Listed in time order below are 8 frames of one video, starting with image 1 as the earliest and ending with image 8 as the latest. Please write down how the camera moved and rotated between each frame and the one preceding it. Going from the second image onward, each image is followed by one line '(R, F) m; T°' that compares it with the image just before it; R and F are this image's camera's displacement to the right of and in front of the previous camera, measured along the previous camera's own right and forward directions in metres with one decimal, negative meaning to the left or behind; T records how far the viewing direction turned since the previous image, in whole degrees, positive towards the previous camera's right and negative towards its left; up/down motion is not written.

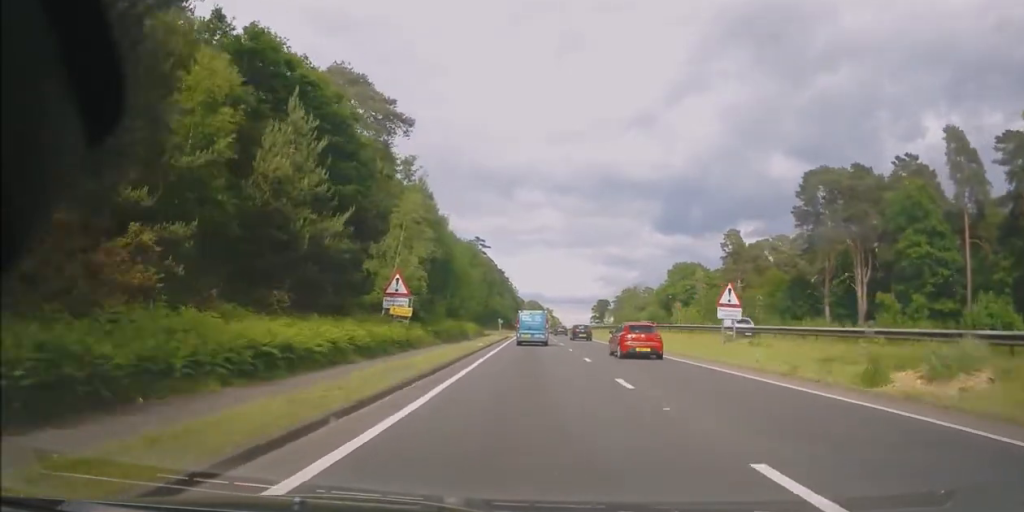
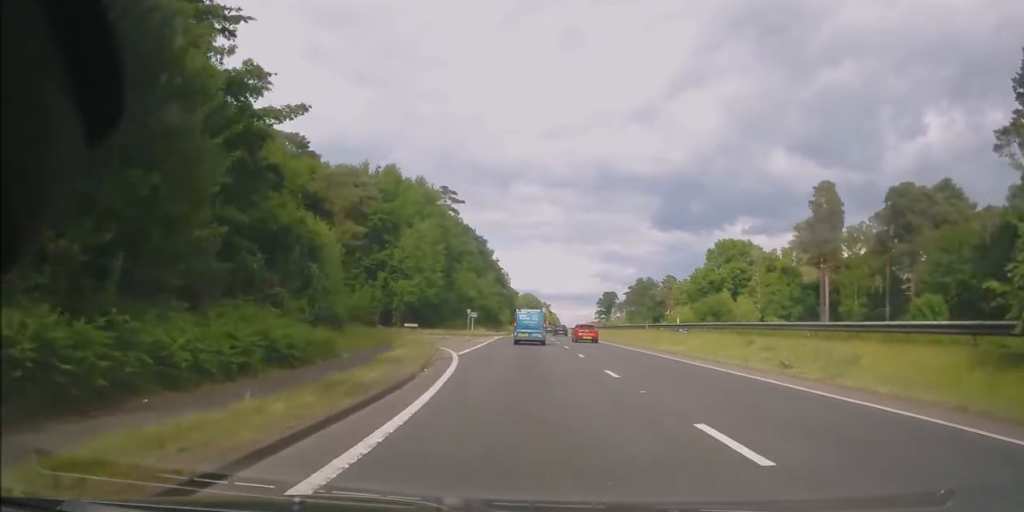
(+0.4, +52.0) m; +2°
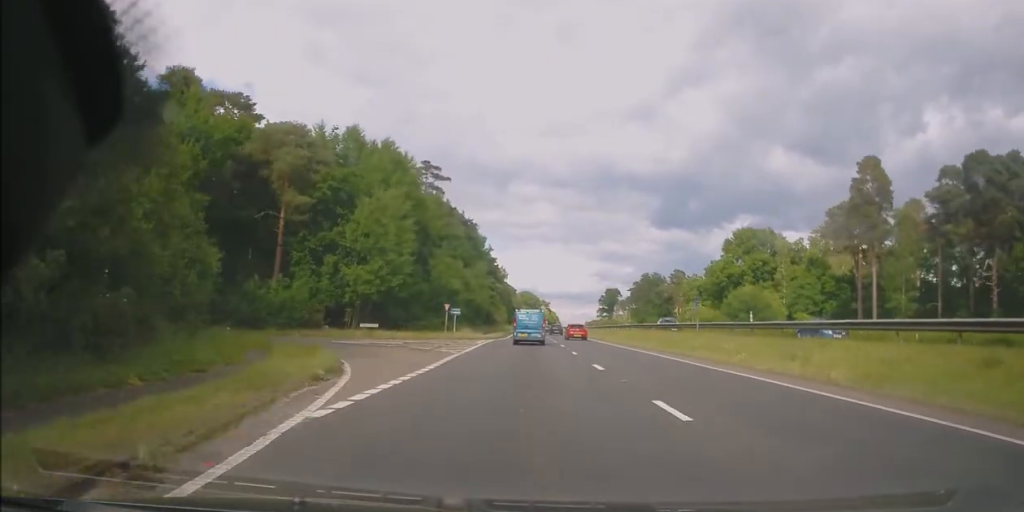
(+0.1, +15.6) m; 0°
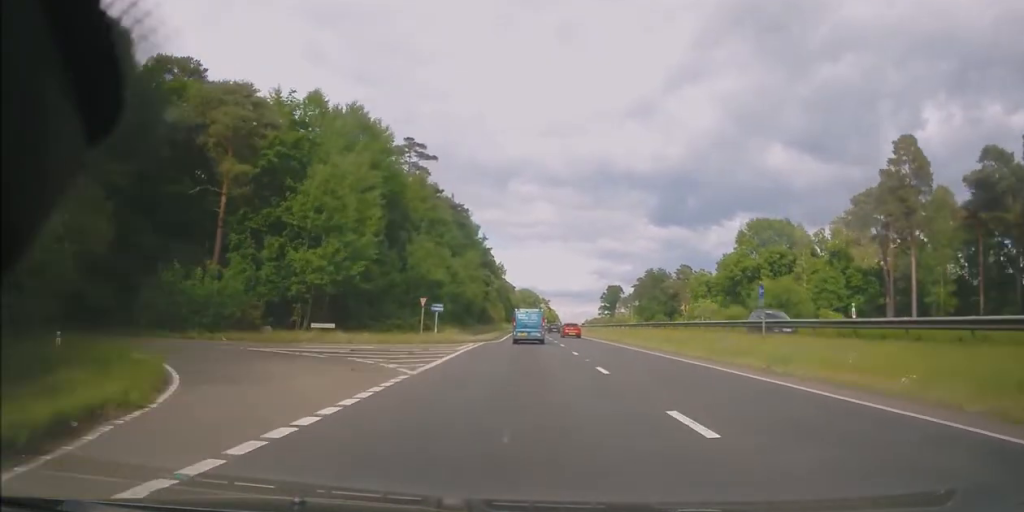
(+0.1, +10.4) m; 0°
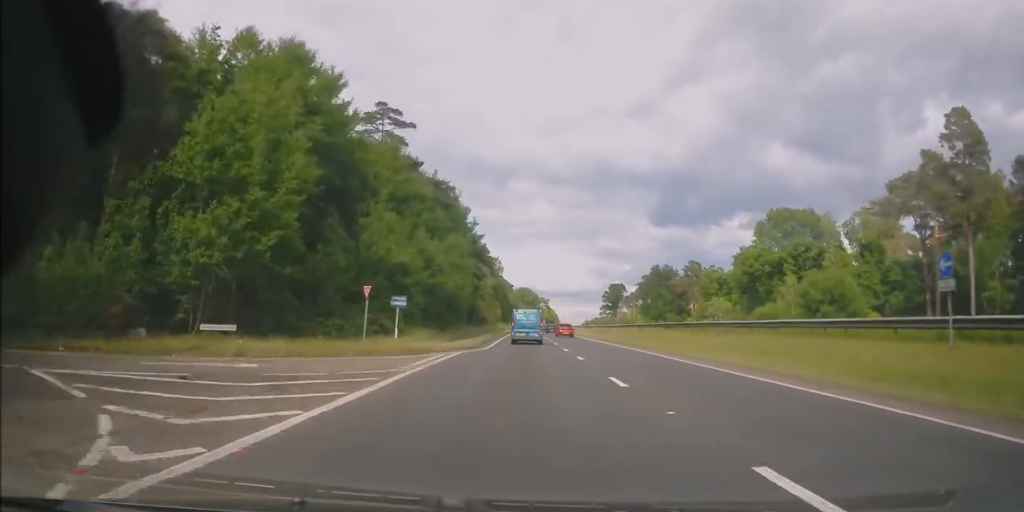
(-0.1, +12.5) m; 0°
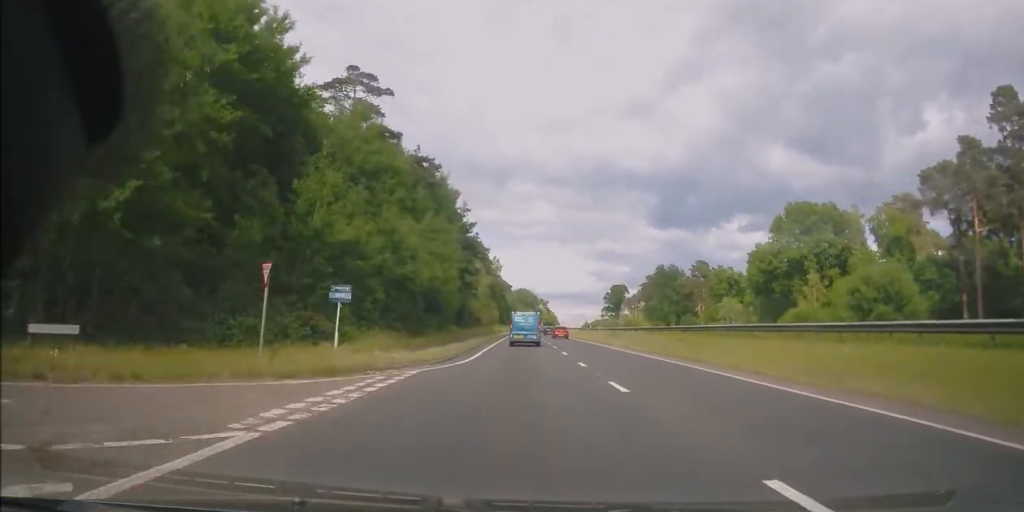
(0.0, +9.5) m; 0°
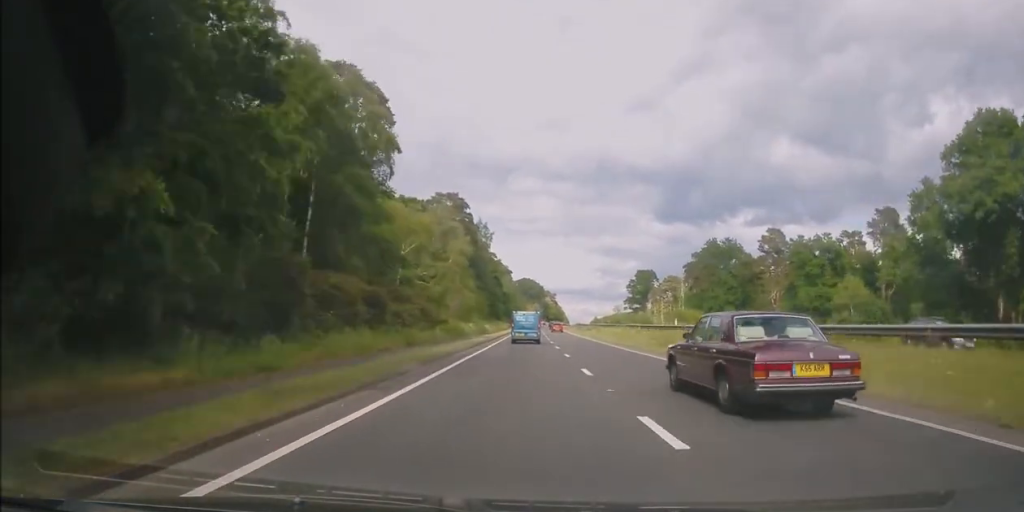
(+0.2, +54.6) m; 0°
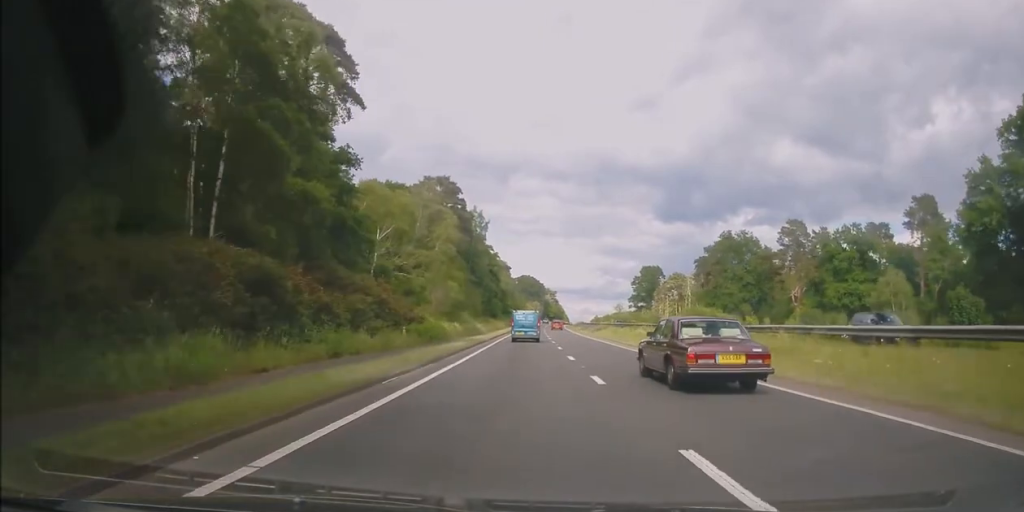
(+0.2, +11.2) m; -1°
